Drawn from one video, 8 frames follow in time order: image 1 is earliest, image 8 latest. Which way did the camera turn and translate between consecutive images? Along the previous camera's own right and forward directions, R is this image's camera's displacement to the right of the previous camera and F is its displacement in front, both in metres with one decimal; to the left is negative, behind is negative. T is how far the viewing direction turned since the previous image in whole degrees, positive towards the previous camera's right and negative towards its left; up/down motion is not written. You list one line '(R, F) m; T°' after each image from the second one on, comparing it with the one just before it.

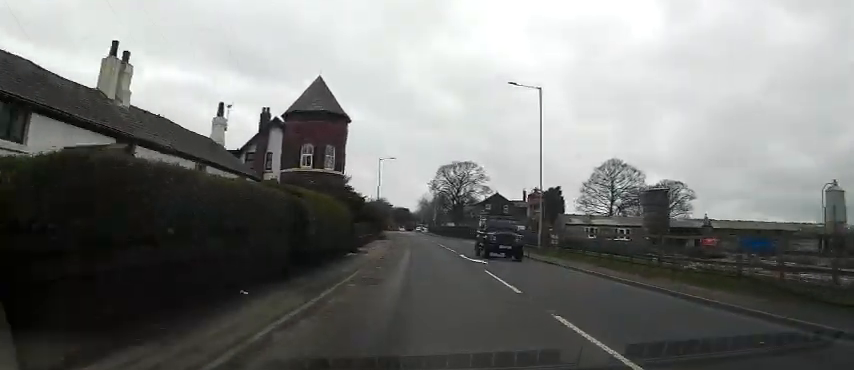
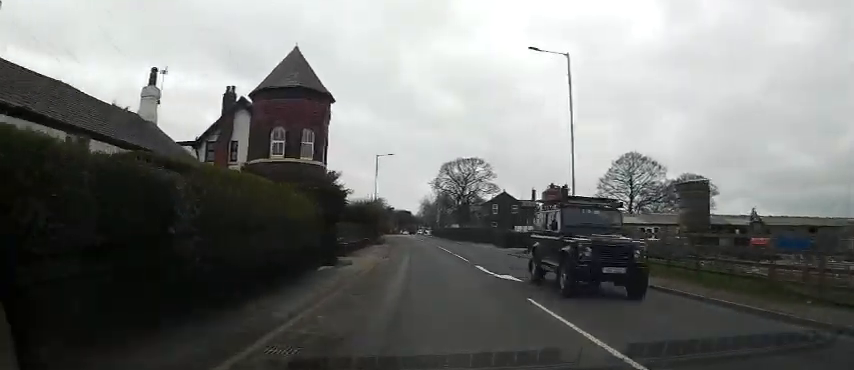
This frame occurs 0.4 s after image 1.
(0.0, +7.3) m; -1°
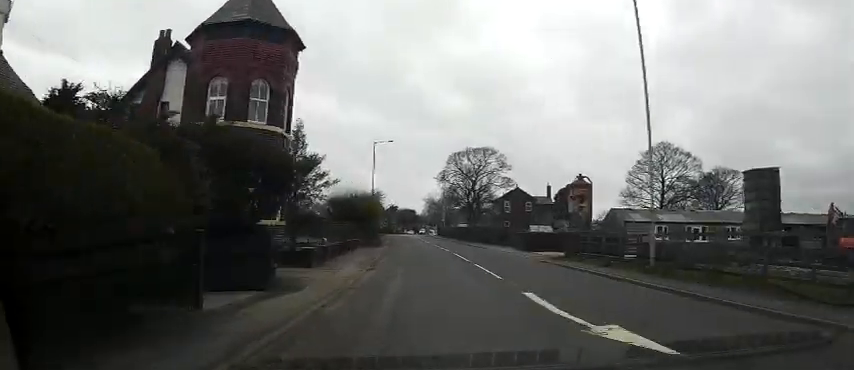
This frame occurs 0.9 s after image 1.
(0.0, +8.7) m; -1°
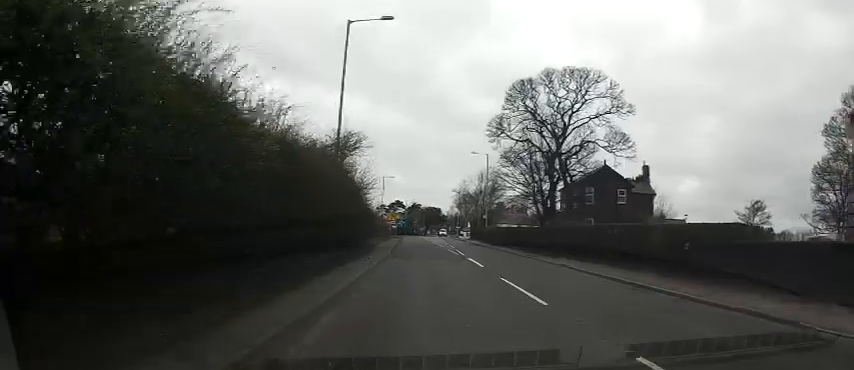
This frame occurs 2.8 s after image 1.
(-0.7, +32.0) m; -2°
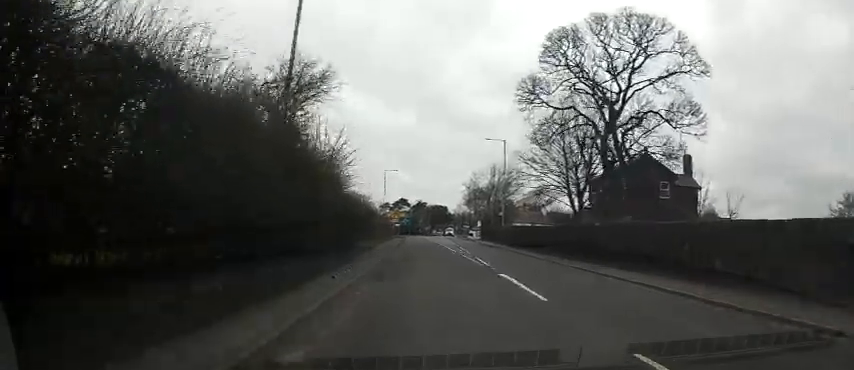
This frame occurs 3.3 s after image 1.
(0.0, +8.9) m; 0°
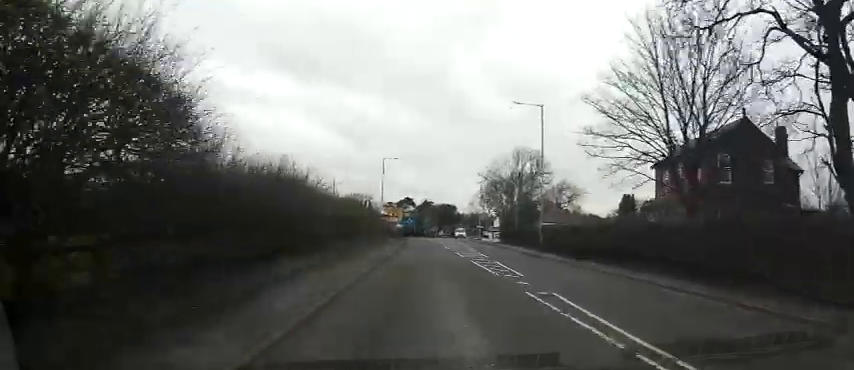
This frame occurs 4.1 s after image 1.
(-0.1, +14.9) m; -1°
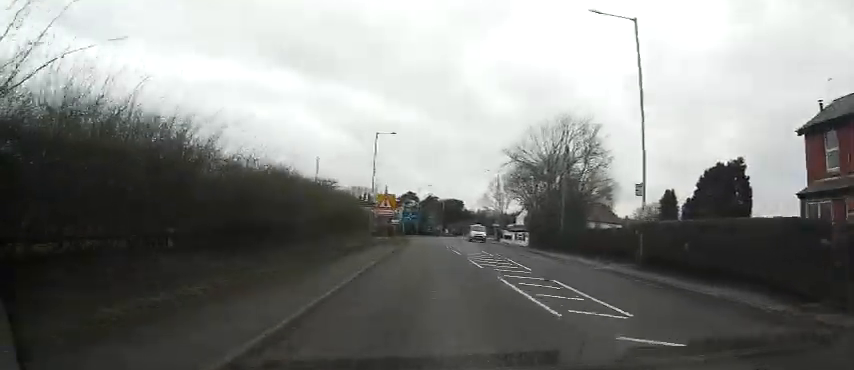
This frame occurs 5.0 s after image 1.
(-0.2, +17.0) m; -1°
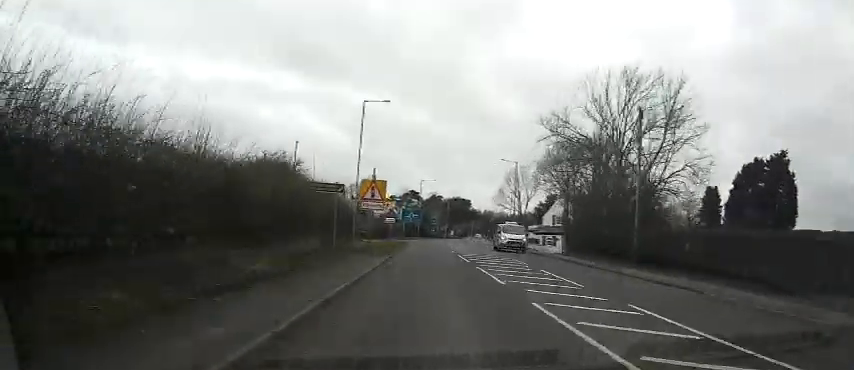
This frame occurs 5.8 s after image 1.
(-0.1, +13.1) m; 0°
